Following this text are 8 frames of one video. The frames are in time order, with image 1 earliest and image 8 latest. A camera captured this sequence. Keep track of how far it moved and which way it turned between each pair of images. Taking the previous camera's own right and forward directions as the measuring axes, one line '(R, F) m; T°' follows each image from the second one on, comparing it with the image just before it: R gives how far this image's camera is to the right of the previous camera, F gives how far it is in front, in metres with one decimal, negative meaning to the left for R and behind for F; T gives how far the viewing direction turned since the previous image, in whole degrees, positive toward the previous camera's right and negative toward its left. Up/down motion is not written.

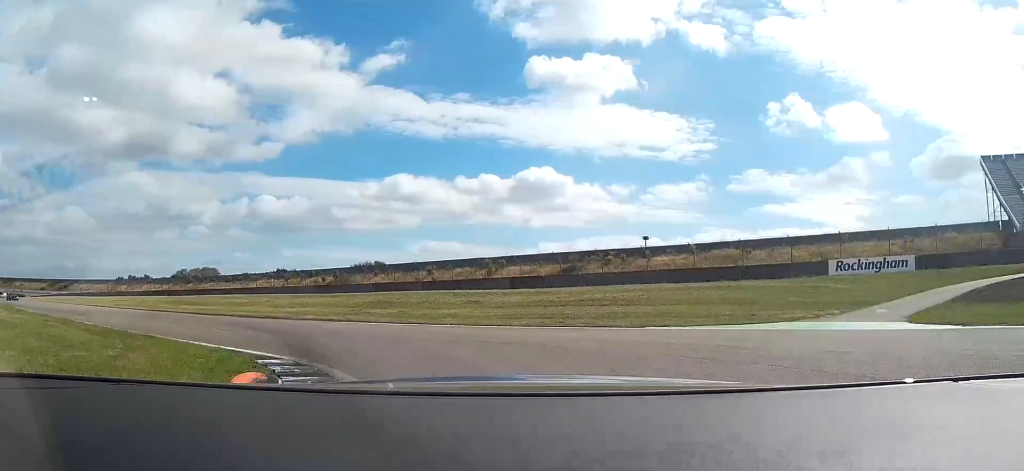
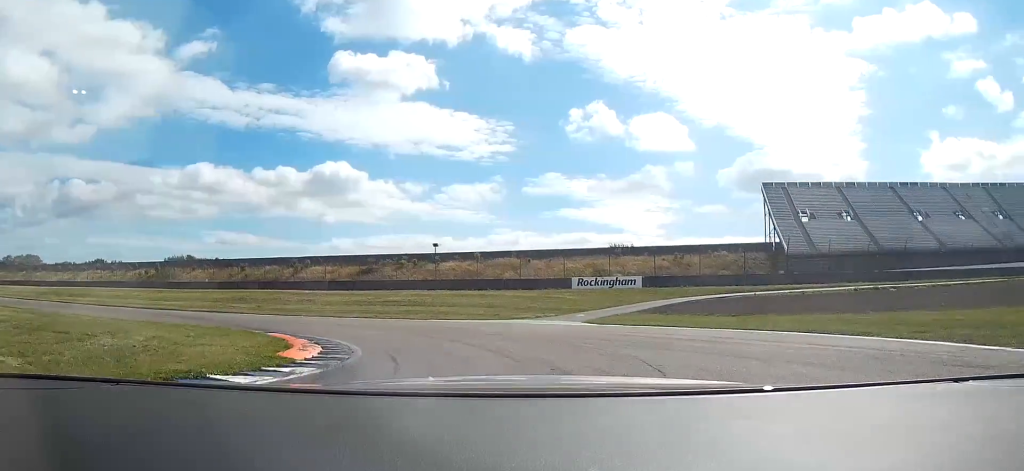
(+2.3, +13.3) m; +16°
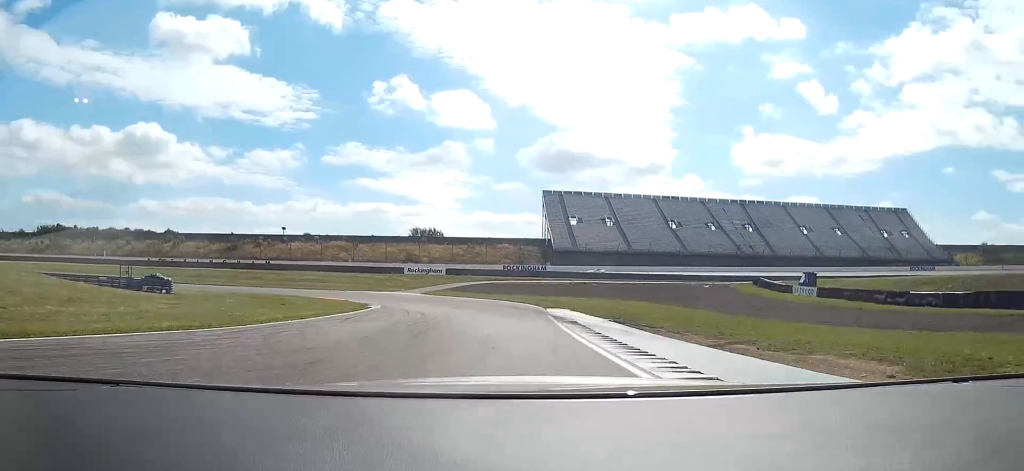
(+6.9, +33.9) m; +18°
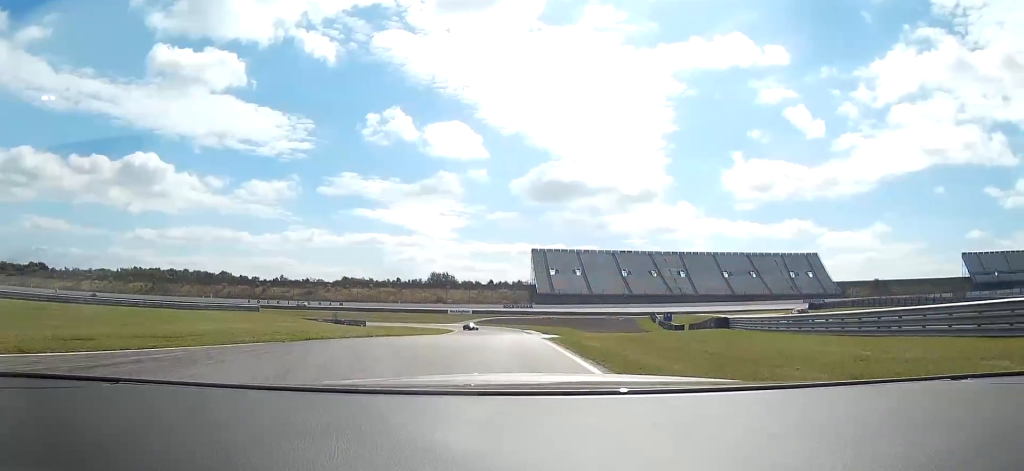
(+6.3, +60.9) m; +10°
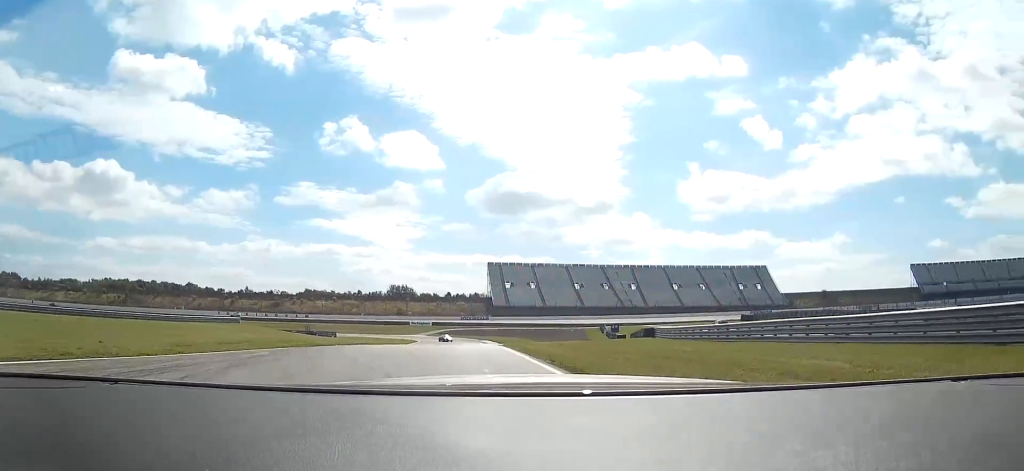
(+0.1, +10.5) m; +2°
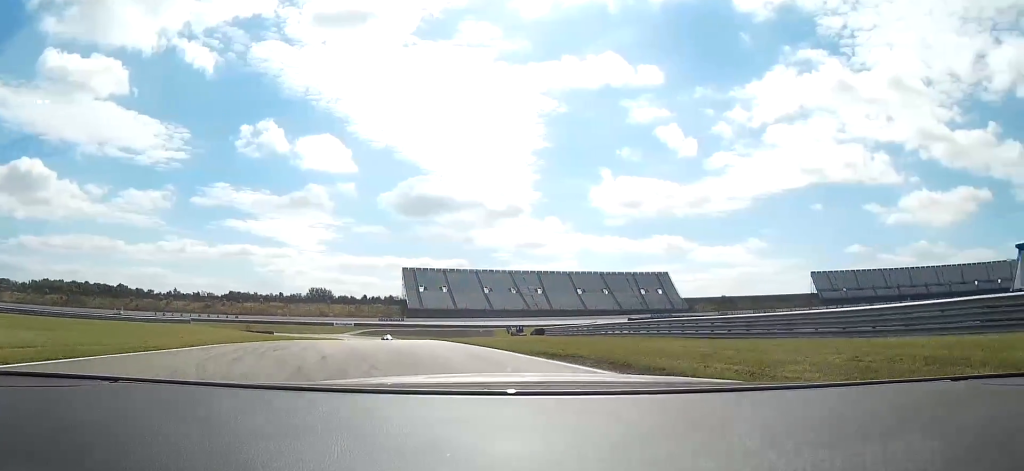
(+0.5, +18.4) m; +6°
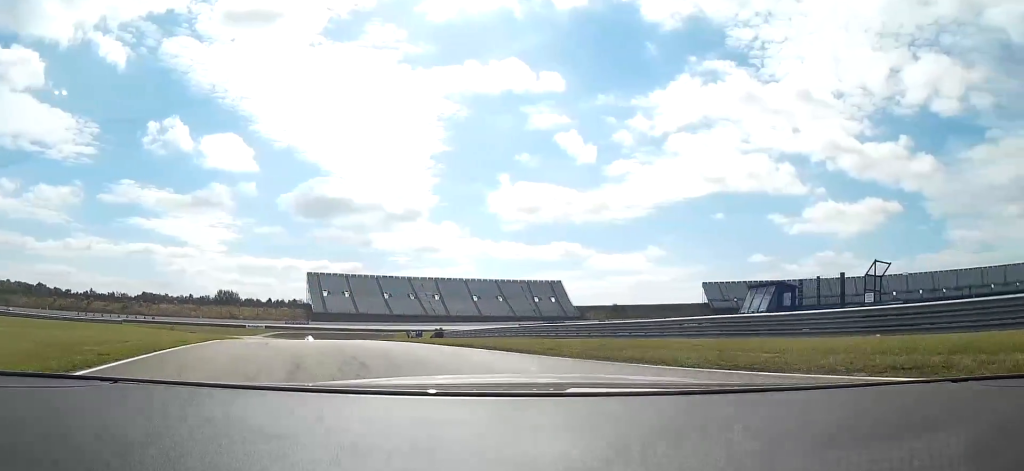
(-0.2, +14.4) m; +8°
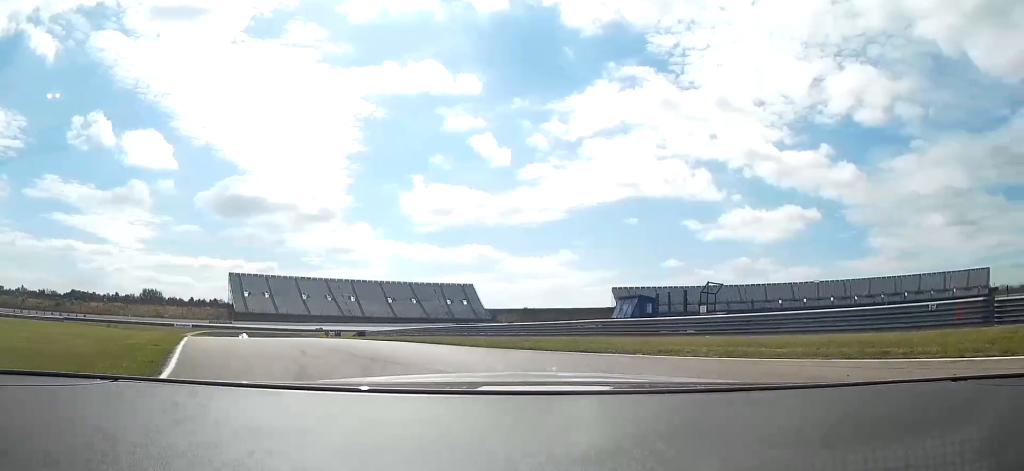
(+1.4, +9.0) m; +9°
